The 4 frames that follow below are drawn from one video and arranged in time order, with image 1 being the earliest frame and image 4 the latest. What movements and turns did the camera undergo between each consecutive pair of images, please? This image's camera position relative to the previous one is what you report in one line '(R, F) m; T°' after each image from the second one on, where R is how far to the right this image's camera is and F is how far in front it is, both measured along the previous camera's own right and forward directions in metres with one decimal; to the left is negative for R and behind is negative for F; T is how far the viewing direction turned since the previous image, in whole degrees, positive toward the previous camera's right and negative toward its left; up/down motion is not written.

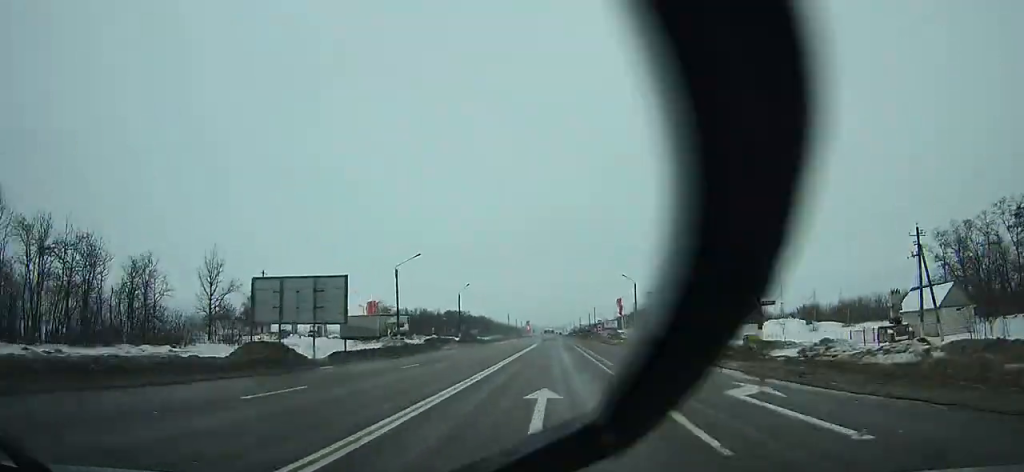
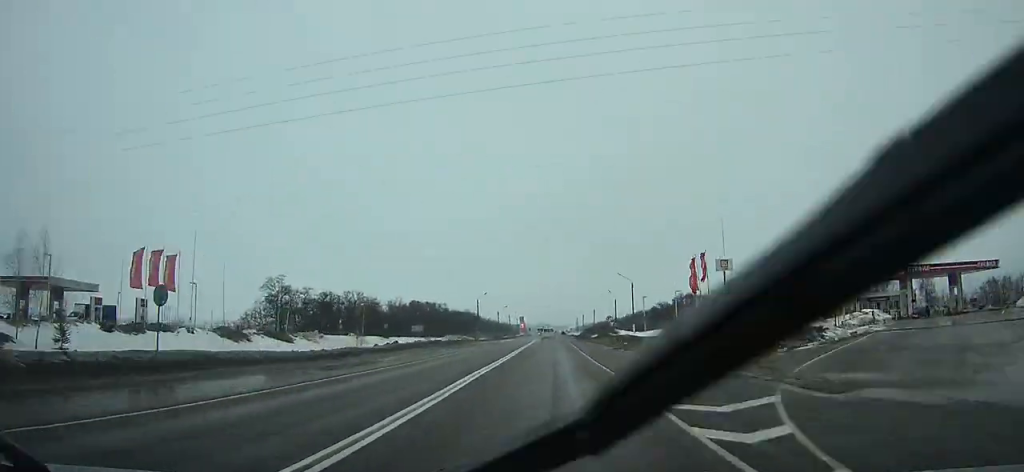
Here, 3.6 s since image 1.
(+5.9, +88.5) m; +5°
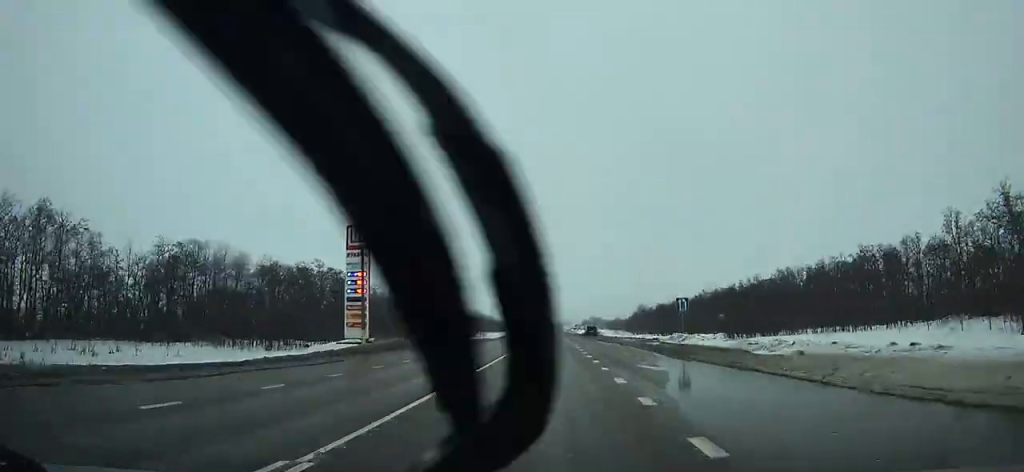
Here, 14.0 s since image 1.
(-0.7, +239.8) m; 0°
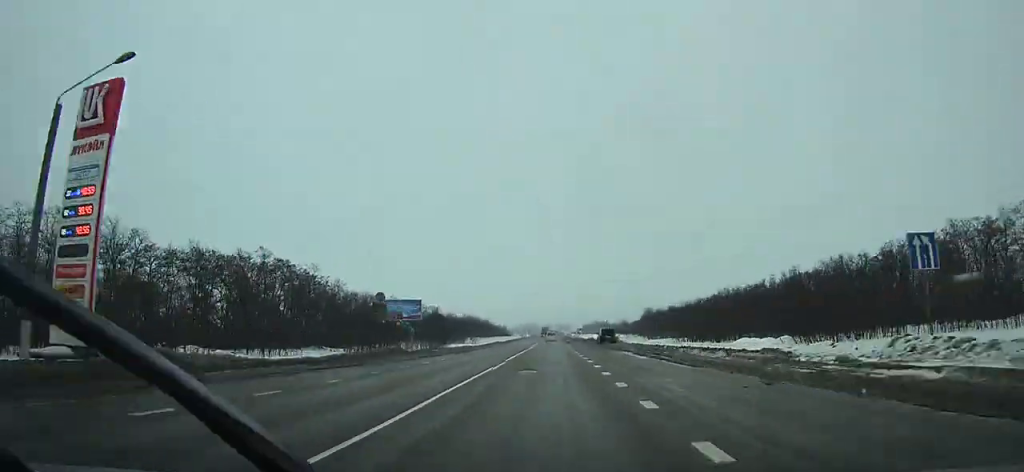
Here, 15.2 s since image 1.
(0.0, +27.8) m; 0°
